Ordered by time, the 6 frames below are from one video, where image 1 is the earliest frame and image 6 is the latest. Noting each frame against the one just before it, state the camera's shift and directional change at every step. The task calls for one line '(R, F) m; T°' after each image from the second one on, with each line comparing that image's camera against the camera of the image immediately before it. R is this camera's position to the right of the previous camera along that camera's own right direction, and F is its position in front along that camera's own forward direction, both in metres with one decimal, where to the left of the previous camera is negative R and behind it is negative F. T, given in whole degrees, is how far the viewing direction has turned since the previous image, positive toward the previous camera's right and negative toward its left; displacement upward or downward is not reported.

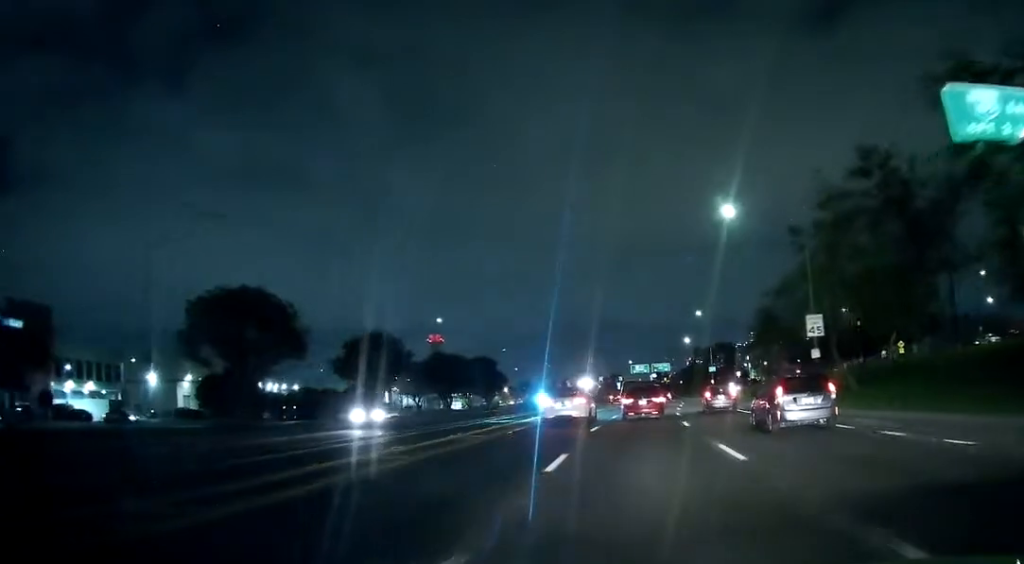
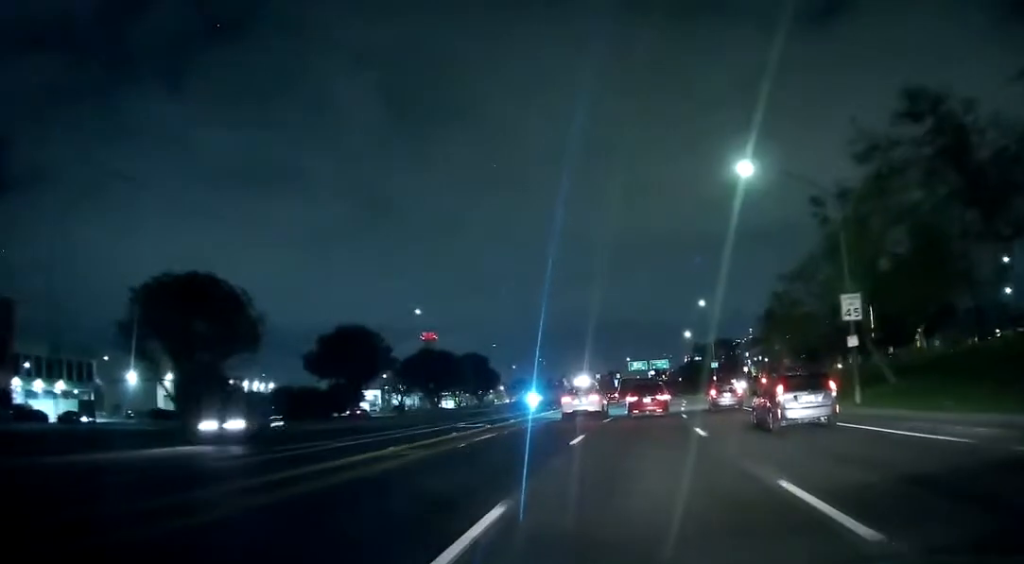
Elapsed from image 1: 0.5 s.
(0.0, +7.2) m; +1°
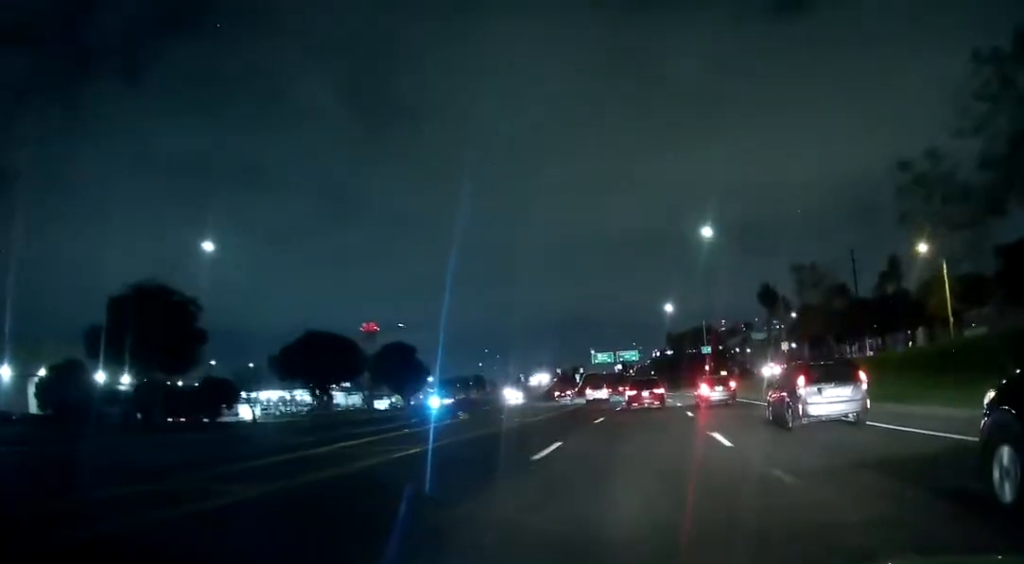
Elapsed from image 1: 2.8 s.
(+0.6, +34.7) m; +2°
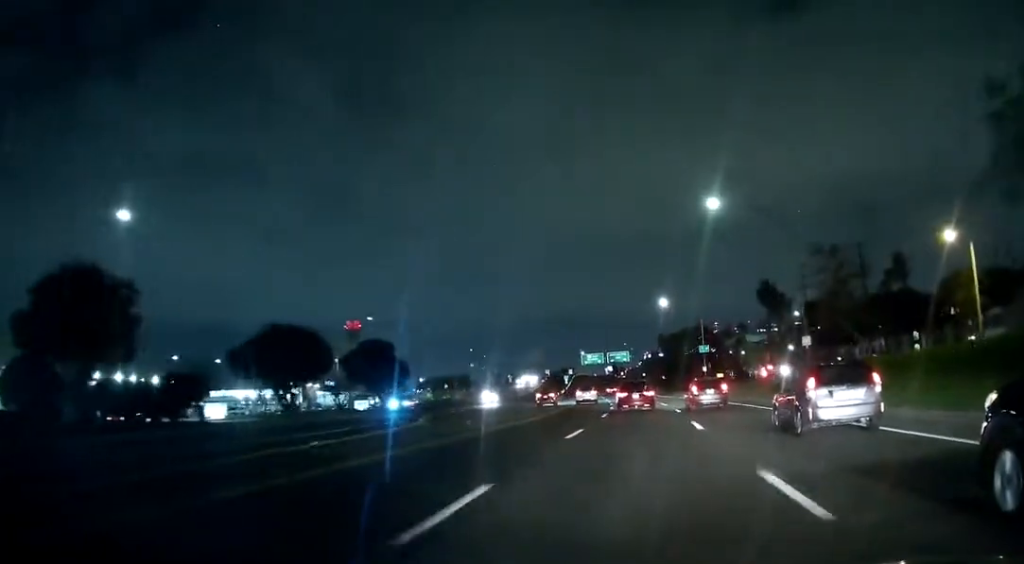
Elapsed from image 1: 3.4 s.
(+0.2, +8.3) m; +1°
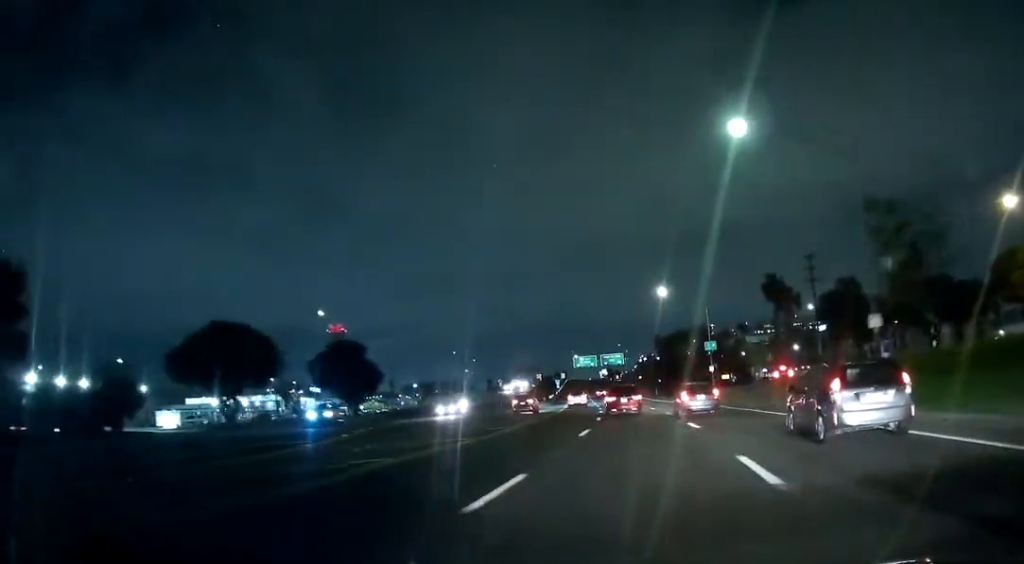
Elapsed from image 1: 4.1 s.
(+0.2, +11.6) m; 0°
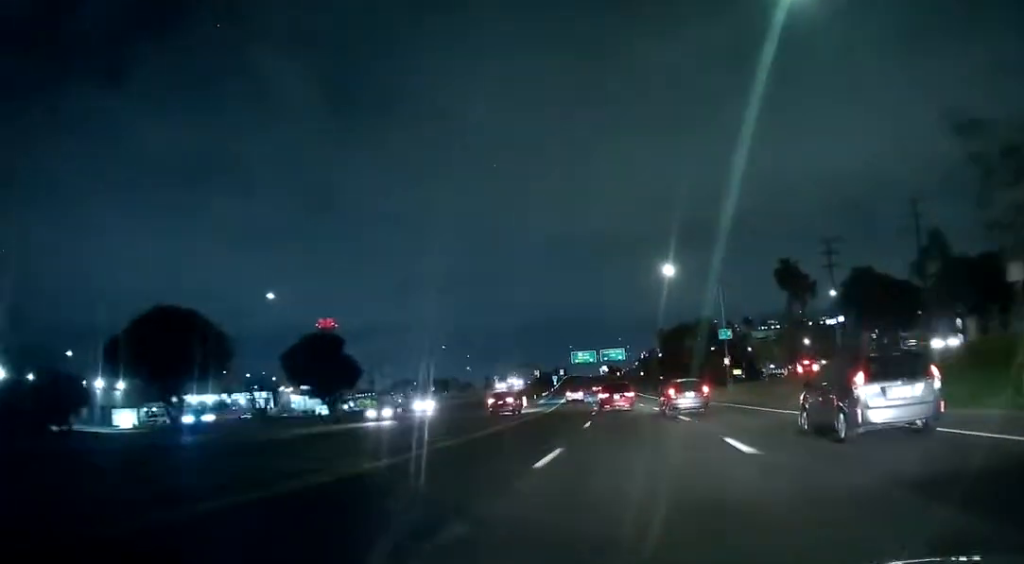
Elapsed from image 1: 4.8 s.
(-0.1, +10.8) m; -1°
